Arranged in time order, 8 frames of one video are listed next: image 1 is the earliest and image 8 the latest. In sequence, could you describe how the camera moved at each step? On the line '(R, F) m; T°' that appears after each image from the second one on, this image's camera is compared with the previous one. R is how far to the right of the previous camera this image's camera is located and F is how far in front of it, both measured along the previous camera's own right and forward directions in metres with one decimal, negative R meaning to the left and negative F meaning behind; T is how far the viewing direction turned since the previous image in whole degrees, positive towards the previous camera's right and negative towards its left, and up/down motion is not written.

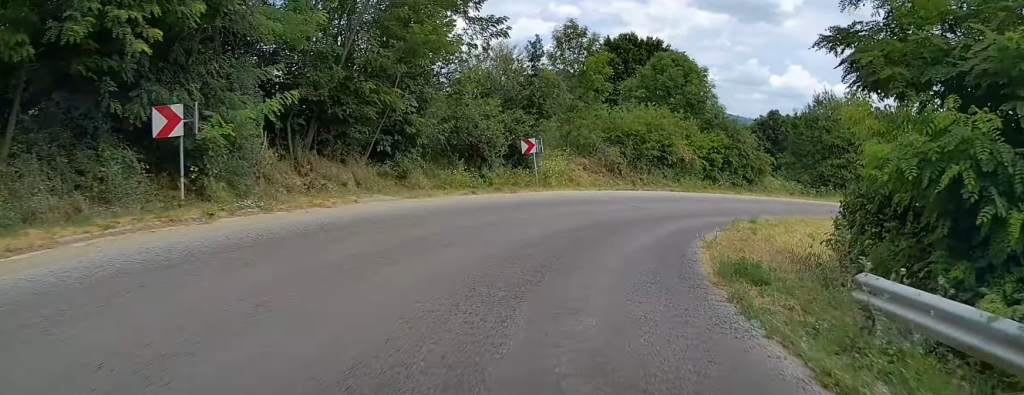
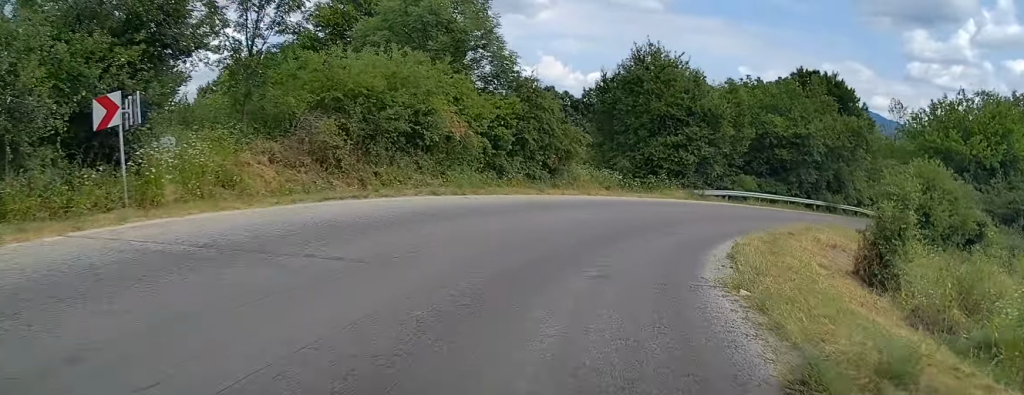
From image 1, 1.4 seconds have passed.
(+3.8, +17.5) m; +25°
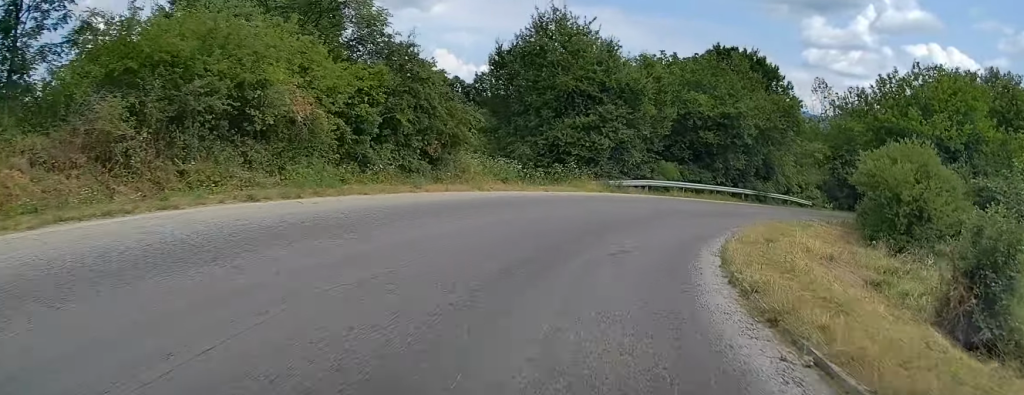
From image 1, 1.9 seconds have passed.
(+0.4, +6.8) m; +9°
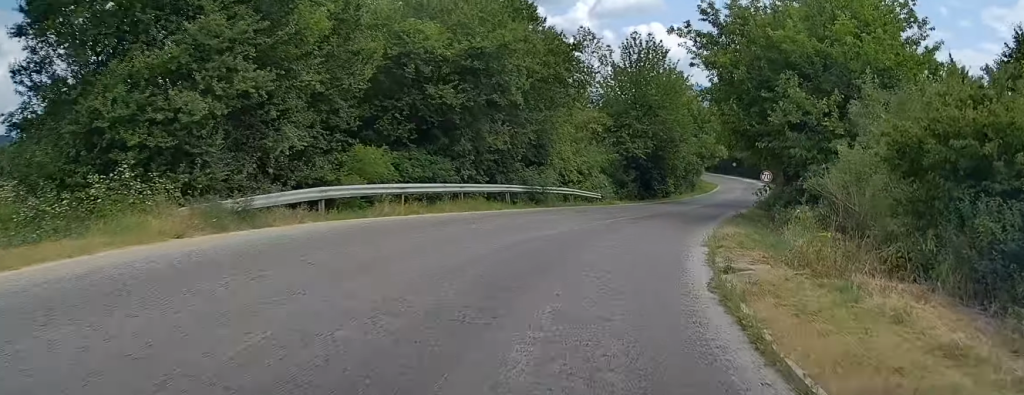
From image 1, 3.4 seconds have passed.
(+3.4, +19.1) m; +18°
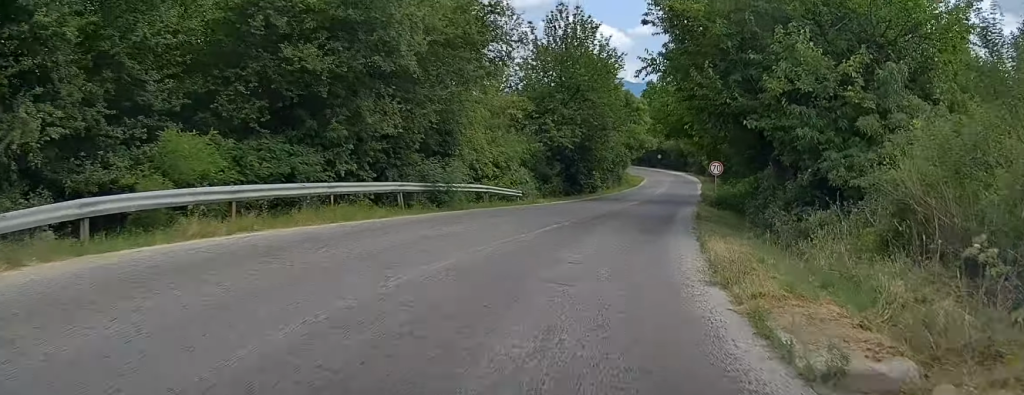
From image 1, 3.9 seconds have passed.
(+0.1, +6.7) m; +5°
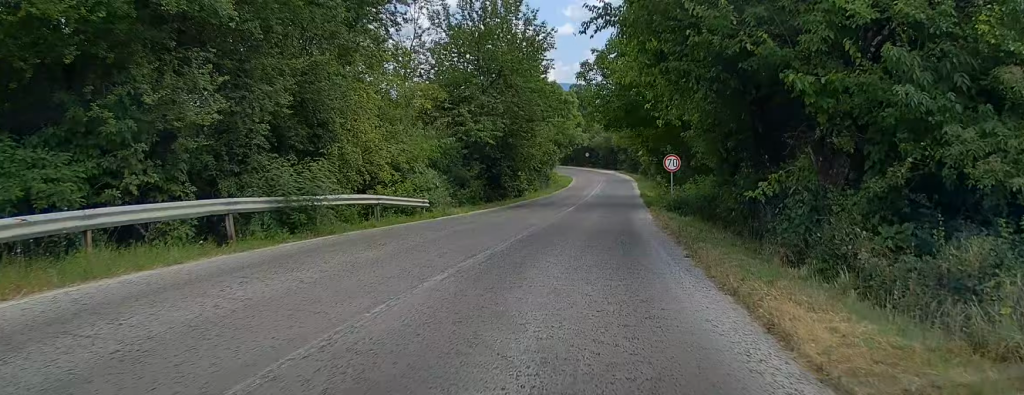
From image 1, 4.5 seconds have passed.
(+0.7, +7.4) m; +5°
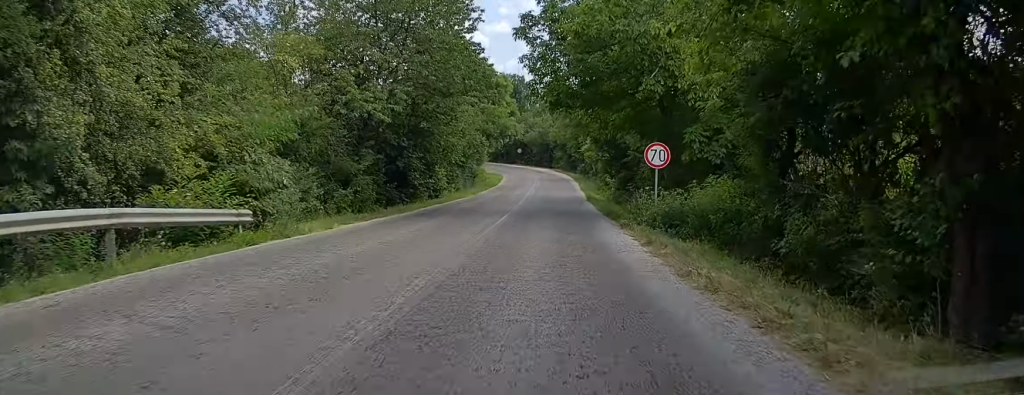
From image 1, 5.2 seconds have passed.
(+0.6, +10.8) m; +4°
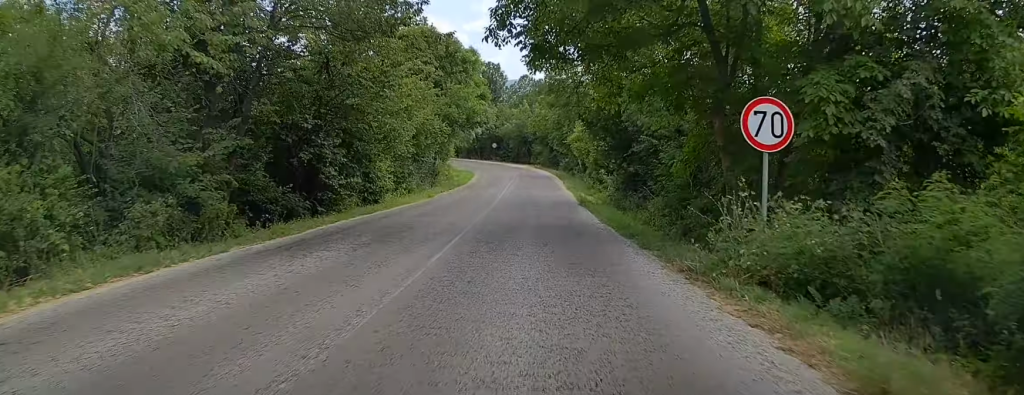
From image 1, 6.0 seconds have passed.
(+0.2, +10.8) m; +1°
